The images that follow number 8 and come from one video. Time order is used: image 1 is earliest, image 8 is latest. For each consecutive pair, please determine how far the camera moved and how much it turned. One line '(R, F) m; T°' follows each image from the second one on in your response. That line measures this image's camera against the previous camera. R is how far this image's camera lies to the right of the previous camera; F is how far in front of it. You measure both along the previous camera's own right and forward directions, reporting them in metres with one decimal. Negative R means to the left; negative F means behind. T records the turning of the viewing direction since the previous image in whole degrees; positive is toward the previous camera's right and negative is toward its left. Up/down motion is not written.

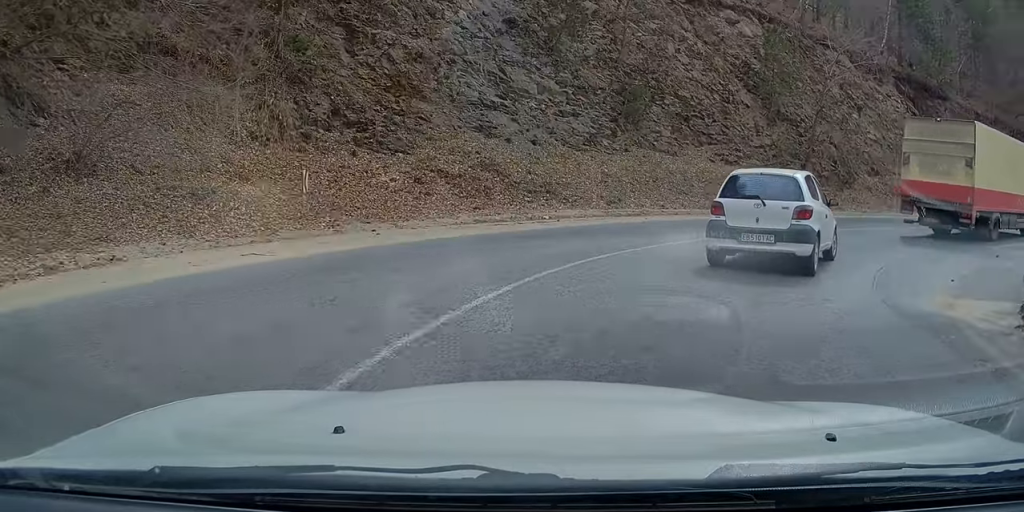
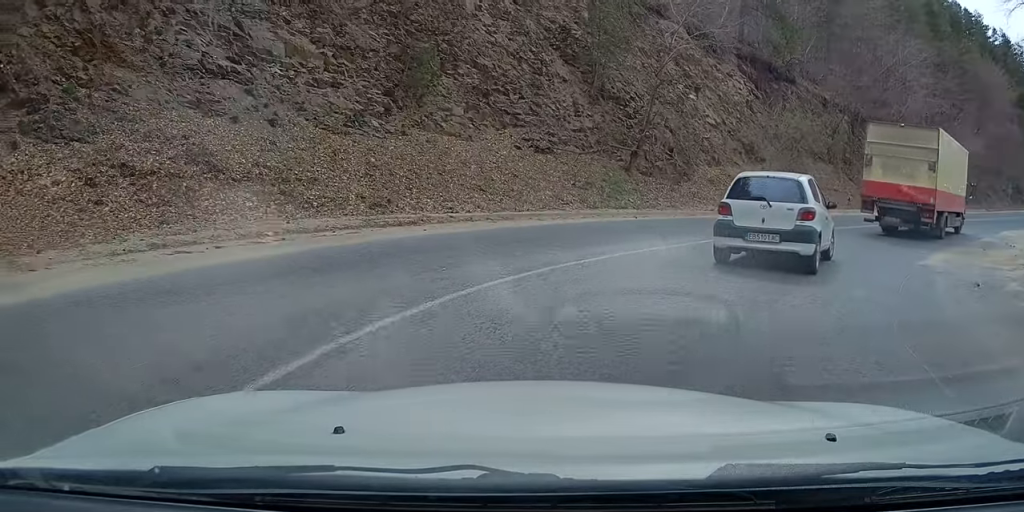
(+0.2, +6.3) m; +23°
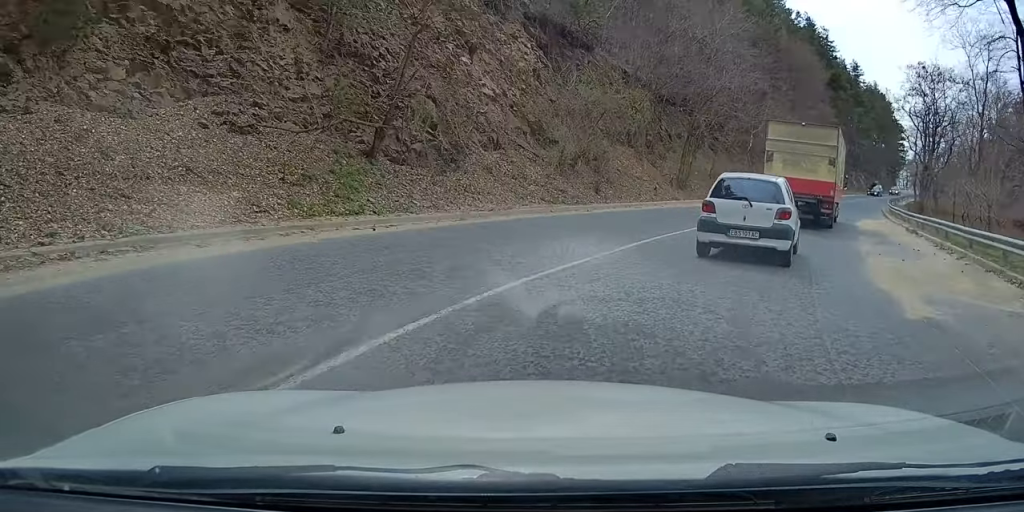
(+2.6, +6.6) m; +33°
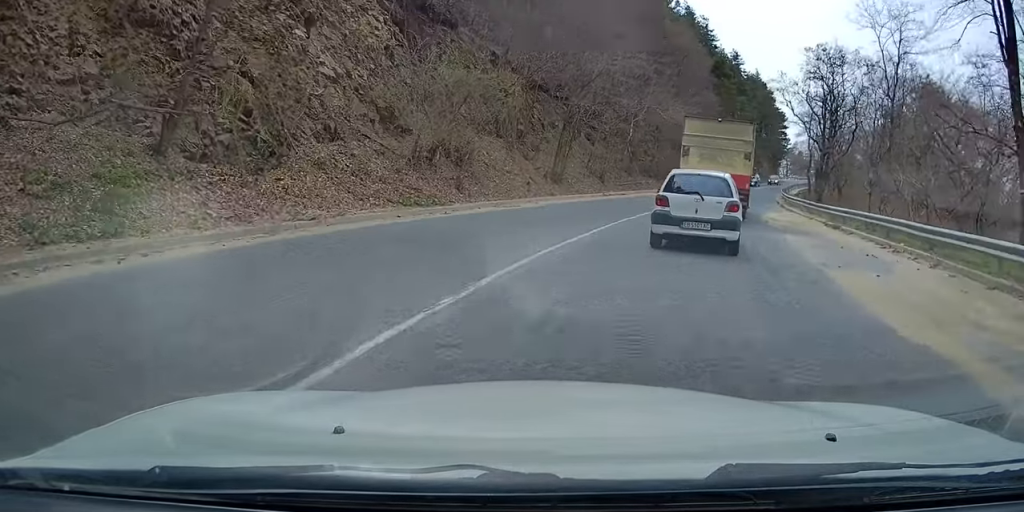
(+1.0, +4.4) m; +4°
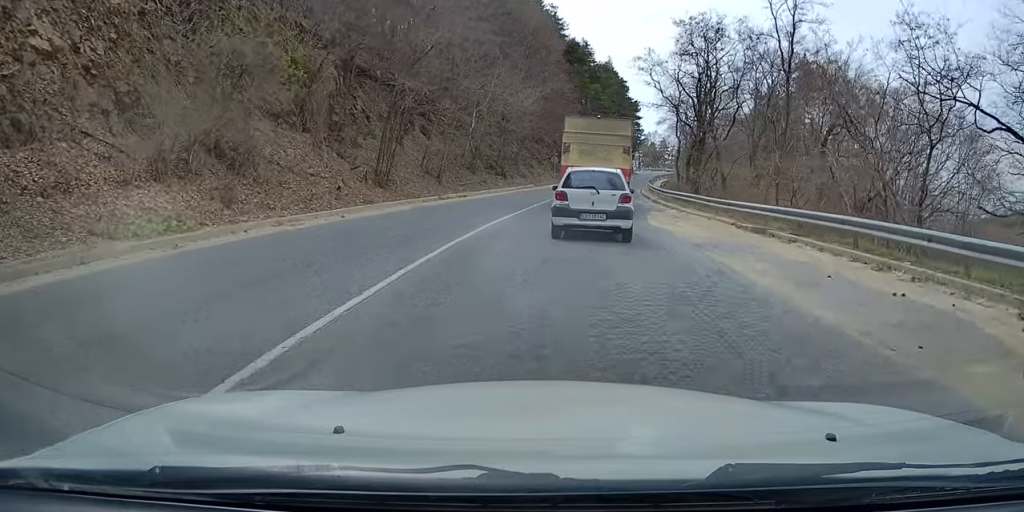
(0.0, +7.7) m; +4°
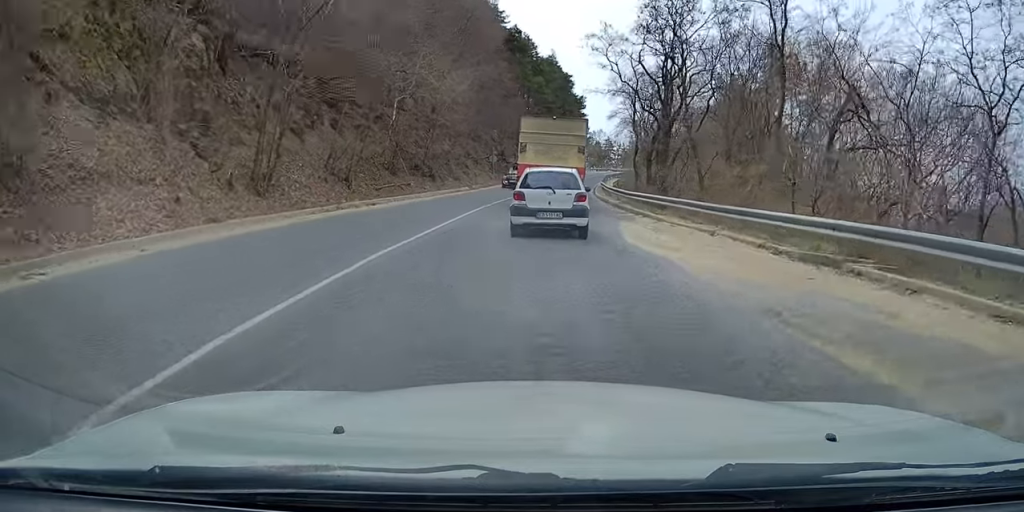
(+0.3, +8.3) m; +5°
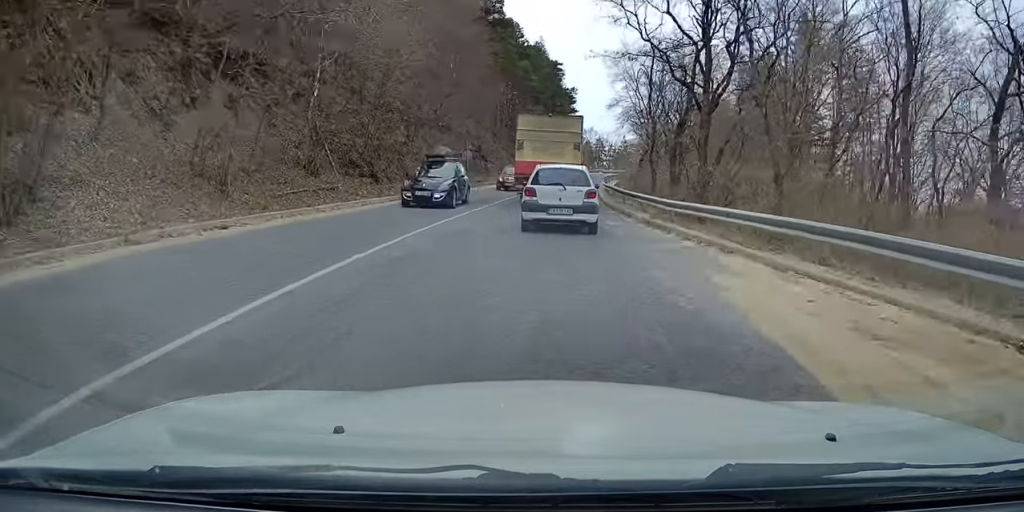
(+0.7, +12.4) m; +2°
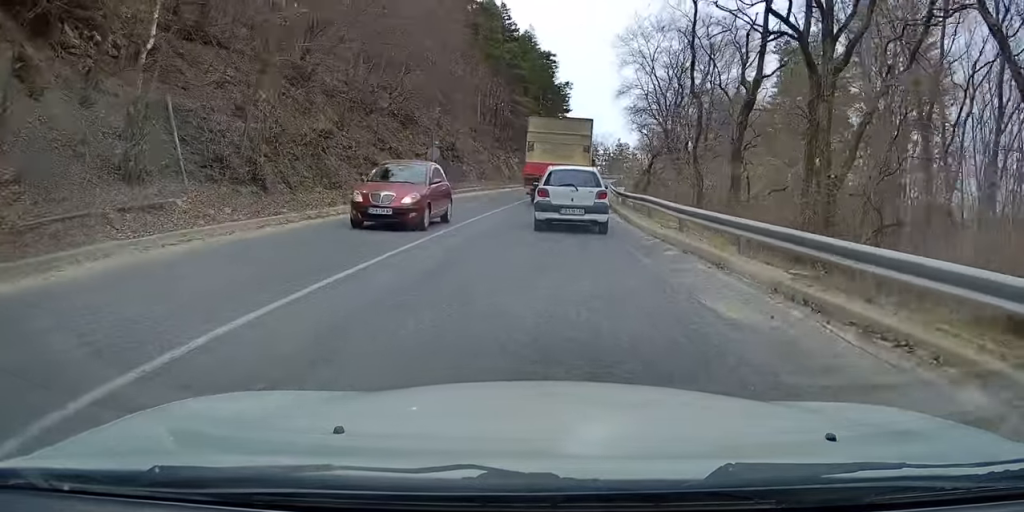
(-0.1, +11.9) m; -1°
